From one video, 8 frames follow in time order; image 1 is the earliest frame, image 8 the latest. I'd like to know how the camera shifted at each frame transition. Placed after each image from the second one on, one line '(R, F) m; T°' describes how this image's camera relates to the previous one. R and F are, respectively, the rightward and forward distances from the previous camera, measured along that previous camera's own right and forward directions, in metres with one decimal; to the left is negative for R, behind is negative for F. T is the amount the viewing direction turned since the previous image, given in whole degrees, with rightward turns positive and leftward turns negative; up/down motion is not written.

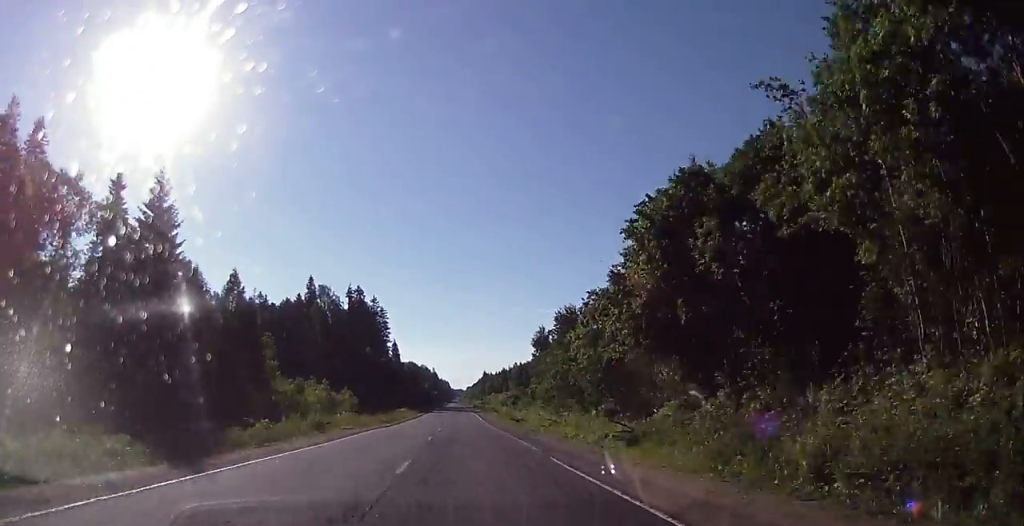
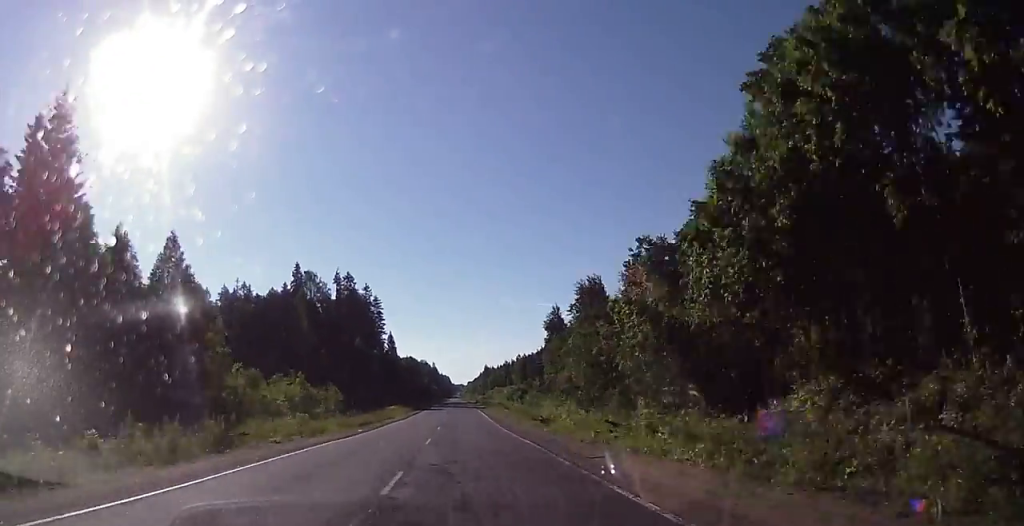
(0.0, +14.5) m; 0°
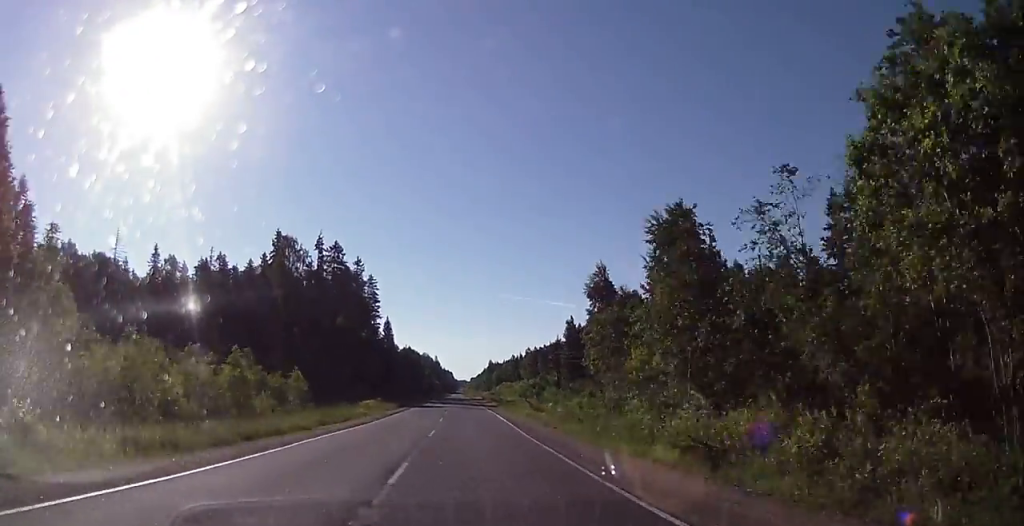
(-0.2, +23.7) m; -1°
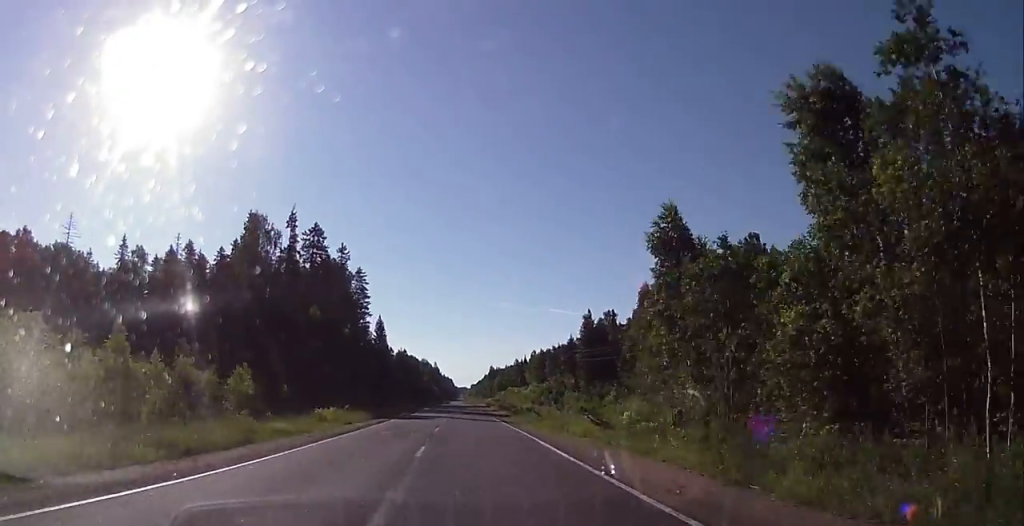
(-0.2, +19.3) m; -1°
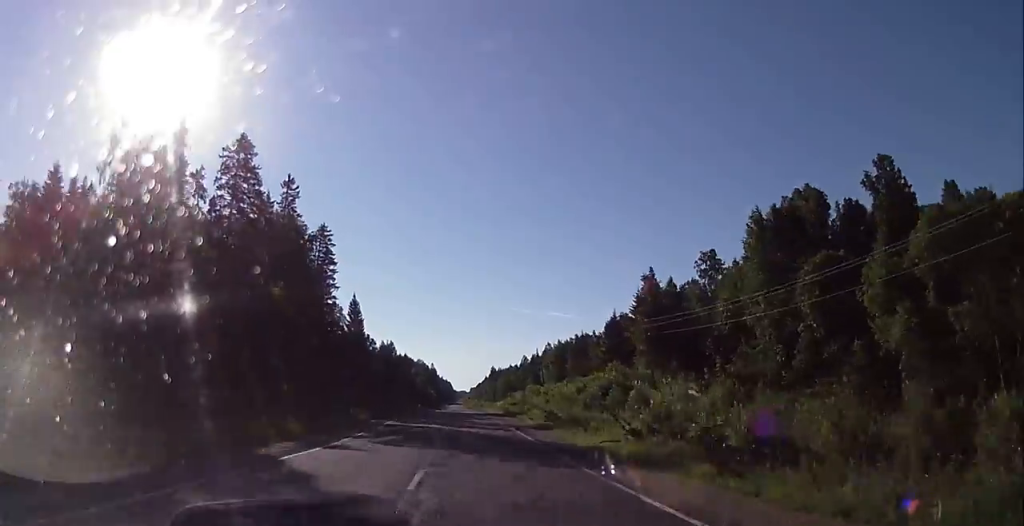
(-0.5, +41.7) m; +1°
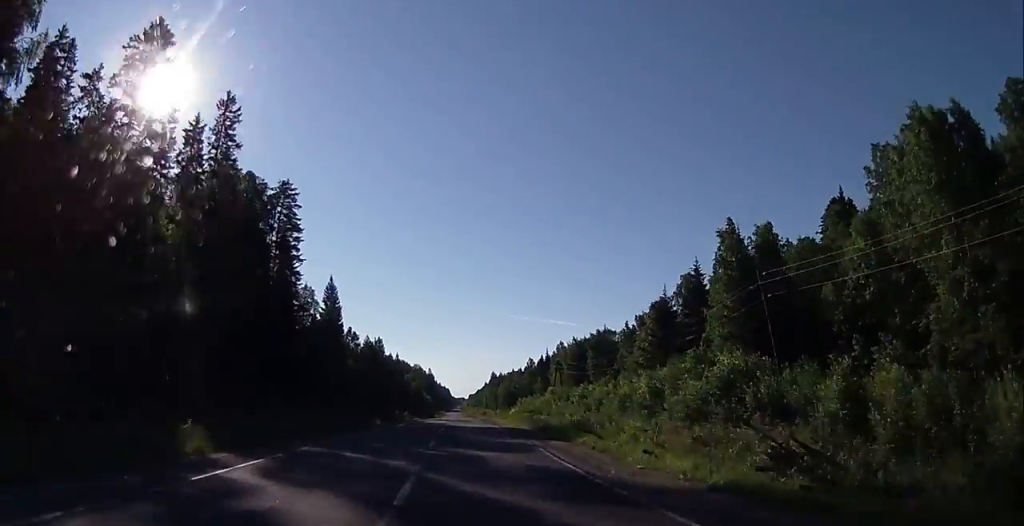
(+0.7, +26.2) m; +3°
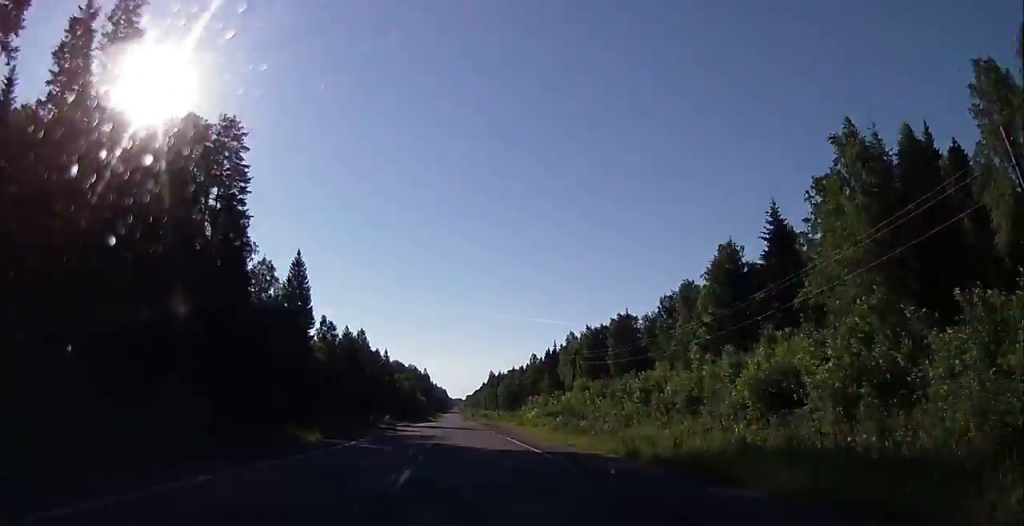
(+0.4, +21.5) m; +1°
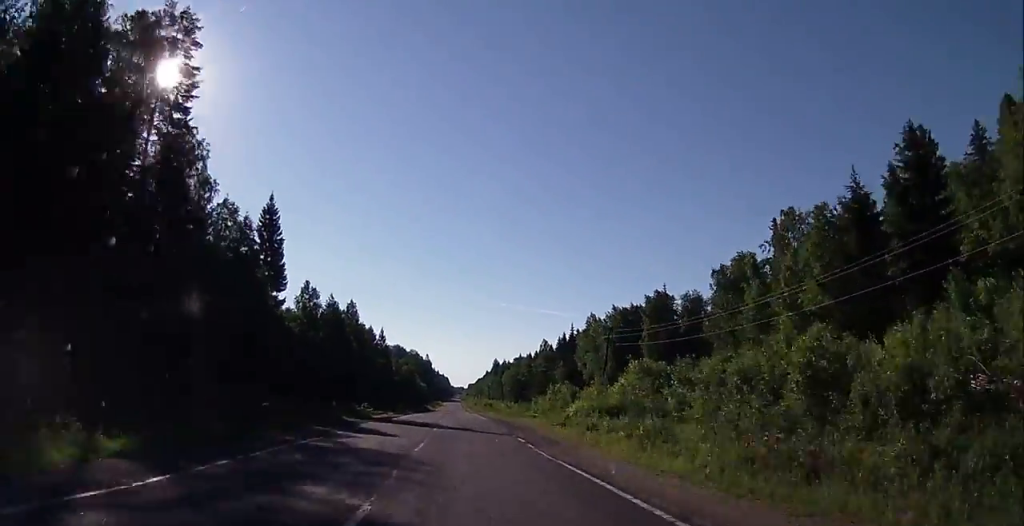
(+0.2, +18.7) m; 0°
